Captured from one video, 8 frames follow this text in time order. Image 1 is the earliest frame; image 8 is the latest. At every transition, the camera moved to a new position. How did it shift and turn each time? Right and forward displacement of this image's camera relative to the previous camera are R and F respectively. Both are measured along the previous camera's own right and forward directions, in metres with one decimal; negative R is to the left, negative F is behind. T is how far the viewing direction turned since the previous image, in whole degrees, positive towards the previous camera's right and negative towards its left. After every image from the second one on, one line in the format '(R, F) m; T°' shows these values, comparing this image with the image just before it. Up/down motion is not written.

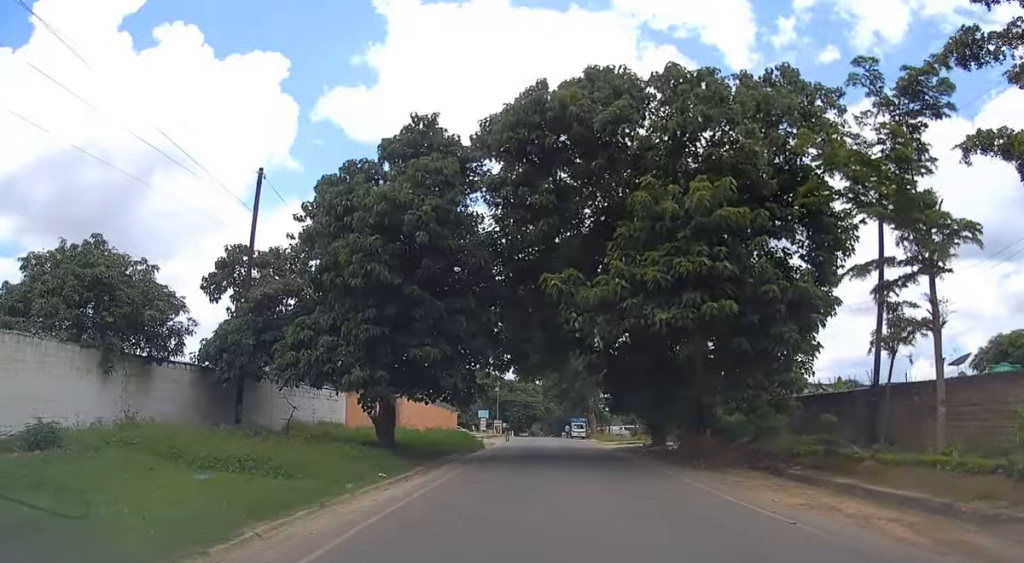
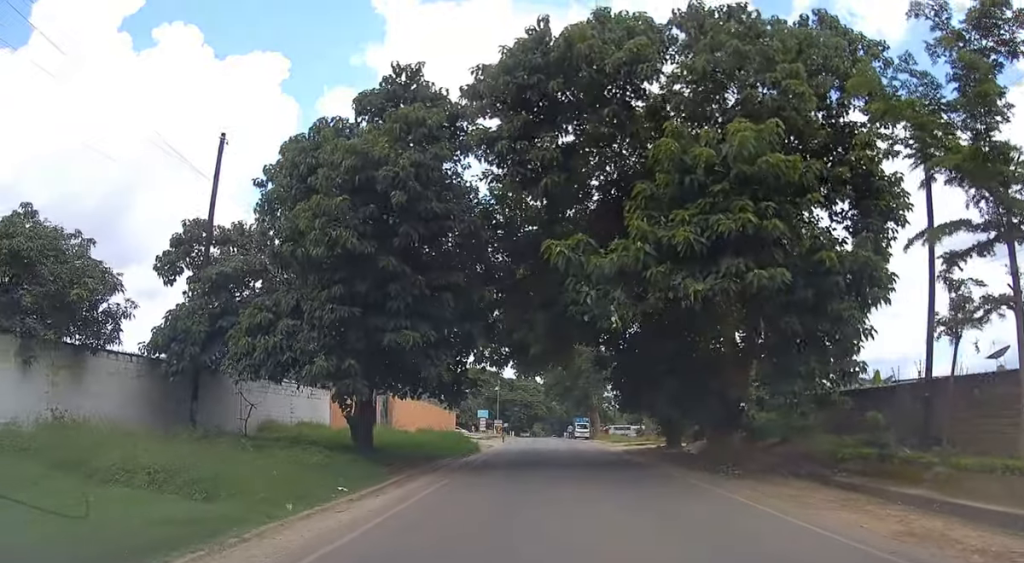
(0.0, +3.7) m; -2°
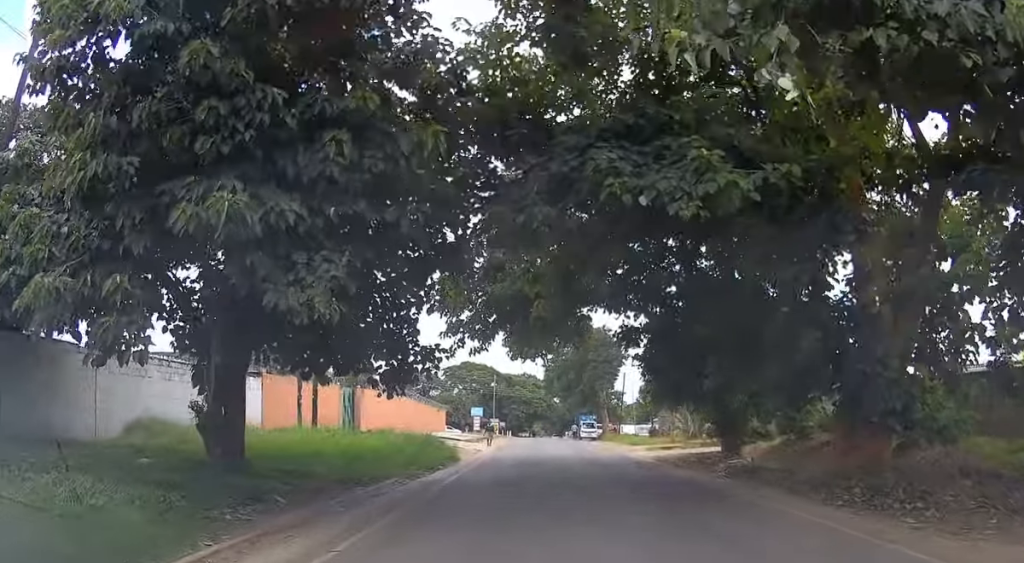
(-0.1, +10.2) m; +1°
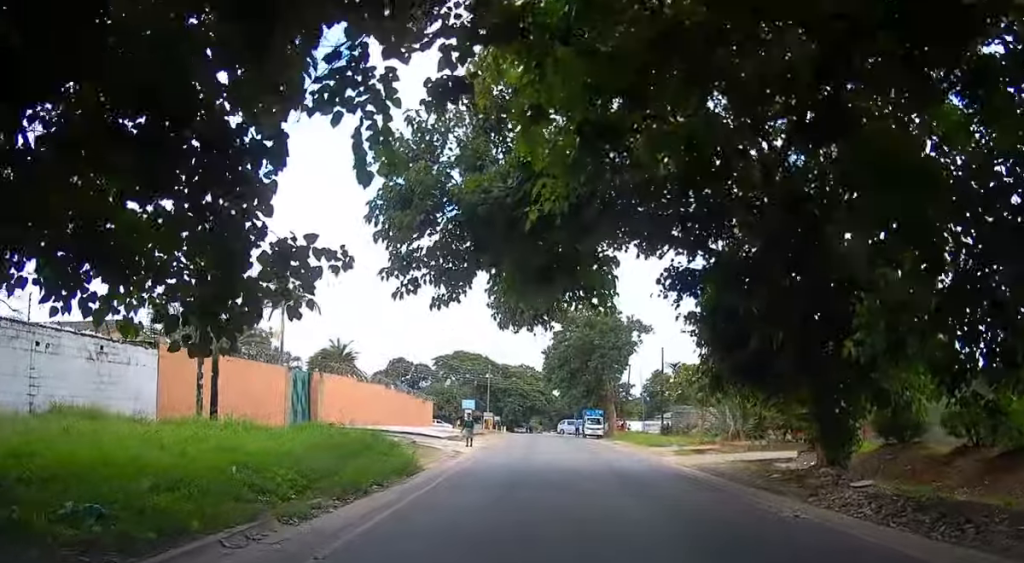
(+0.2, +8.5) m; 0°
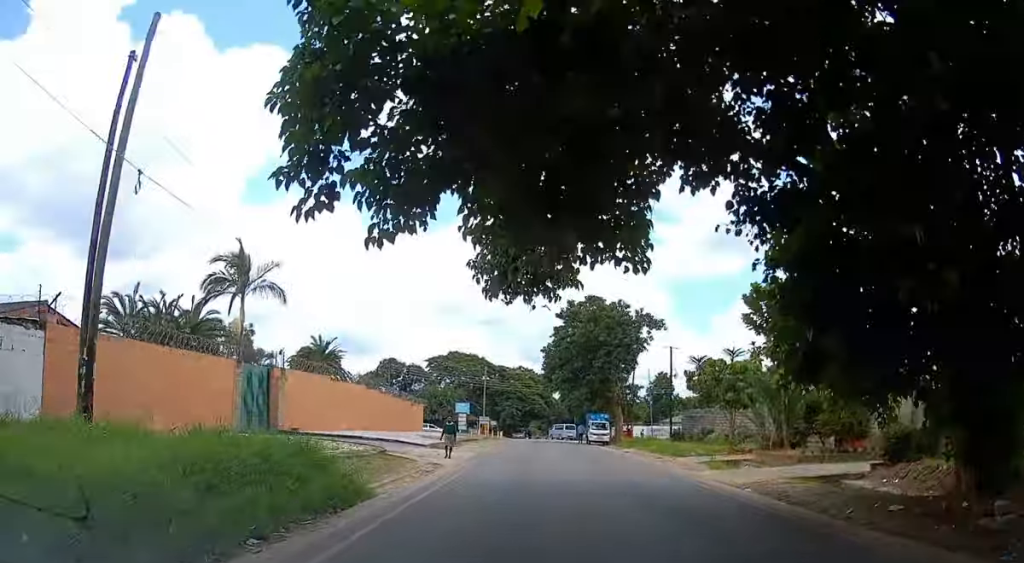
(-0.1, +5.6) m; -1°
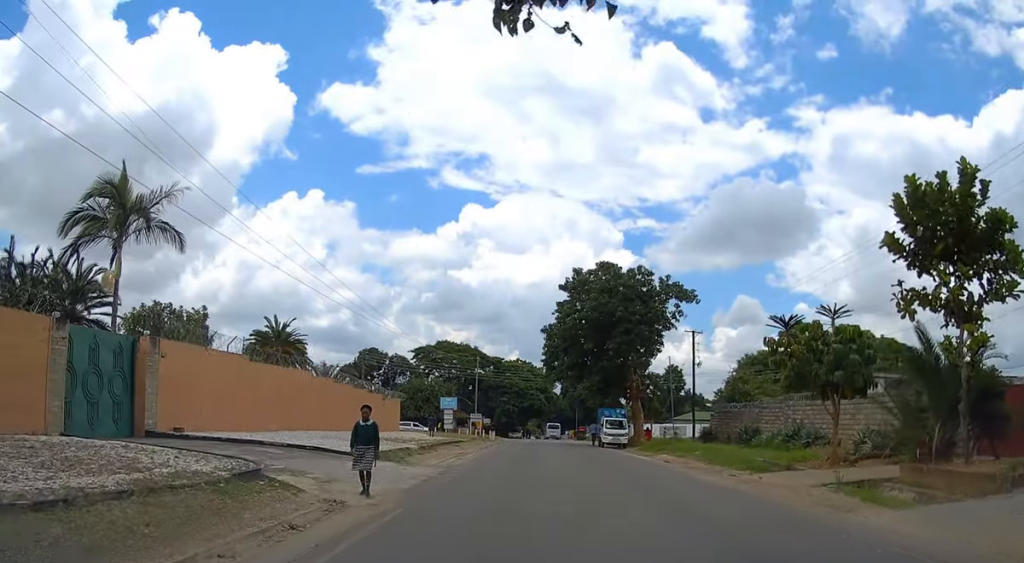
(0.0, +11.3) m; 0°
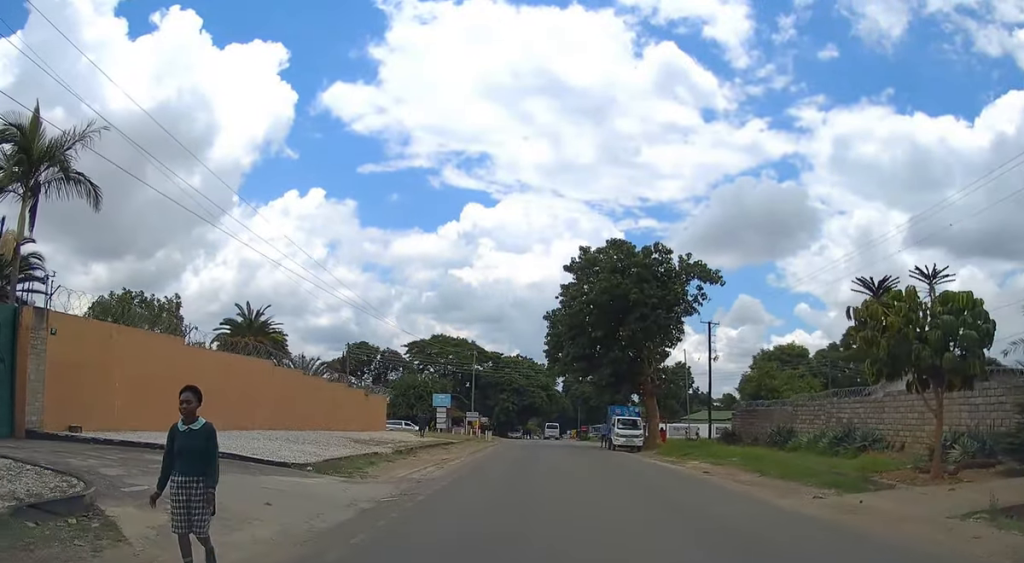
(-0.1, +5.6) m; +1°
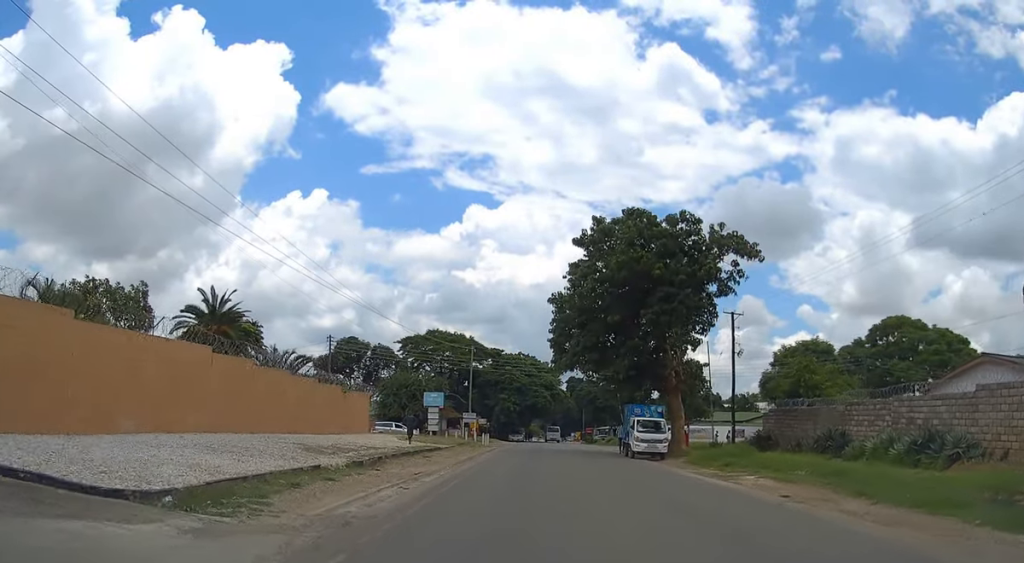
(+0.1, +6.3) m; 0°
